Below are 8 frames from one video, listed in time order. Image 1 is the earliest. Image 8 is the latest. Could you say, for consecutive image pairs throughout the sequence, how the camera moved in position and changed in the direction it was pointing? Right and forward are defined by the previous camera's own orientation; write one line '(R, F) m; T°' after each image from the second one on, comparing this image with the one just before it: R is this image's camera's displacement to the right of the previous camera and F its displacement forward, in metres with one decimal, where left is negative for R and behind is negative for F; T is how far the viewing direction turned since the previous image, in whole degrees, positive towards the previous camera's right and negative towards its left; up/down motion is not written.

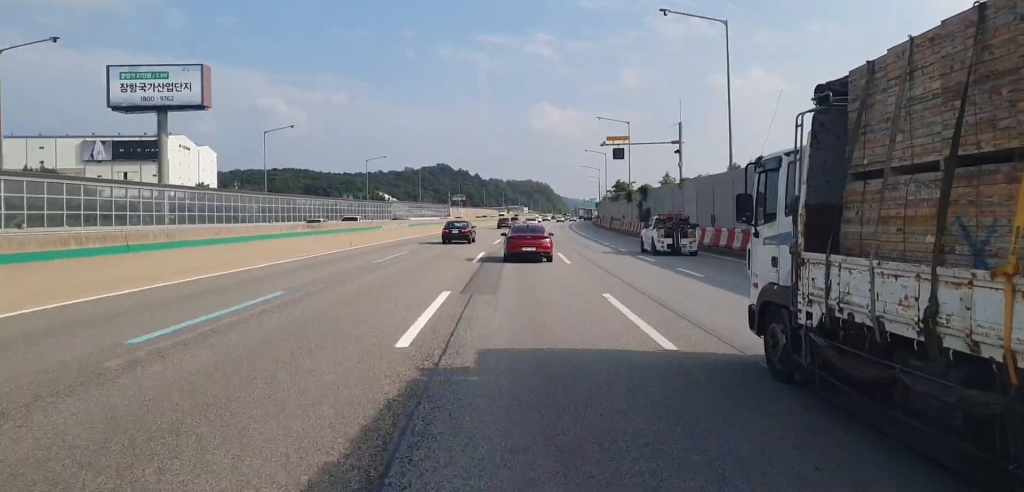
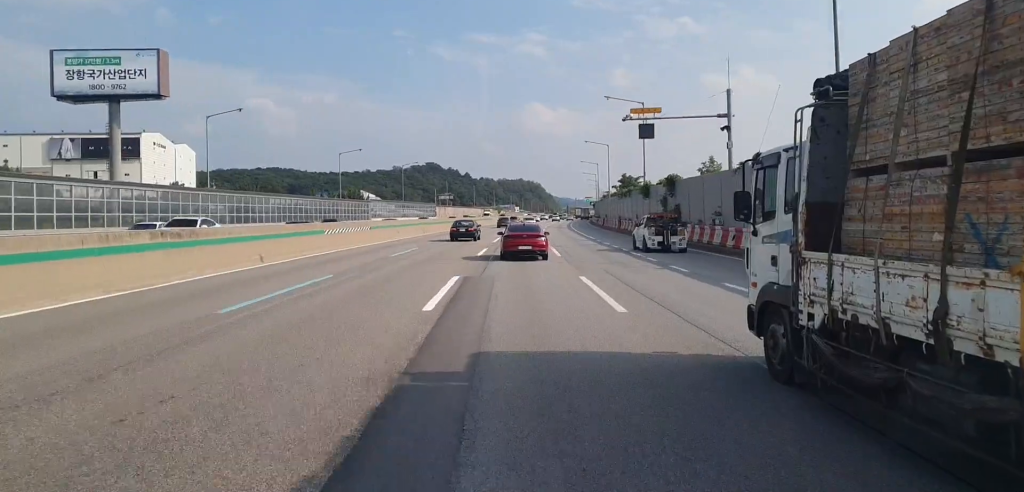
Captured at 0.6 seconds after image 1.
(+0.2, +14.4) m; +1°
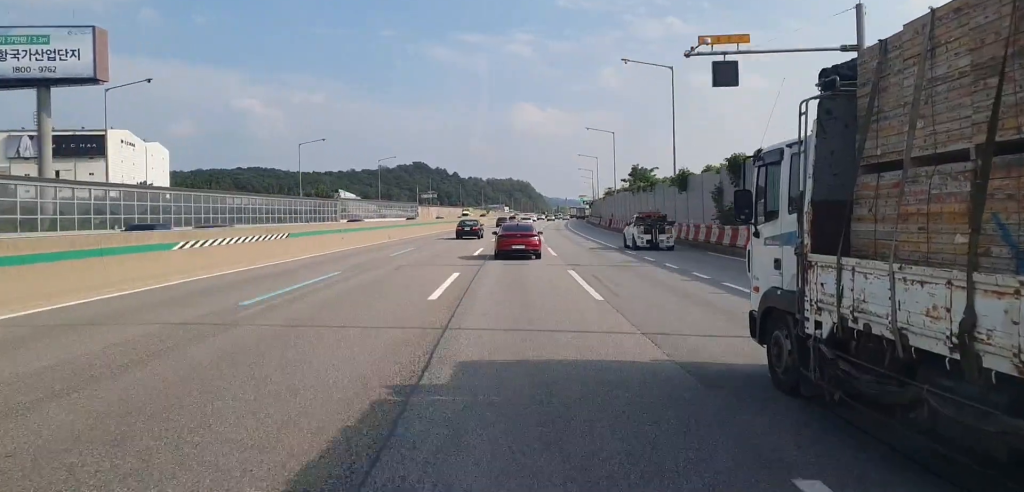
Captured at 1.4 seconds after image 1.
(0.0, +16.7) m; +1°
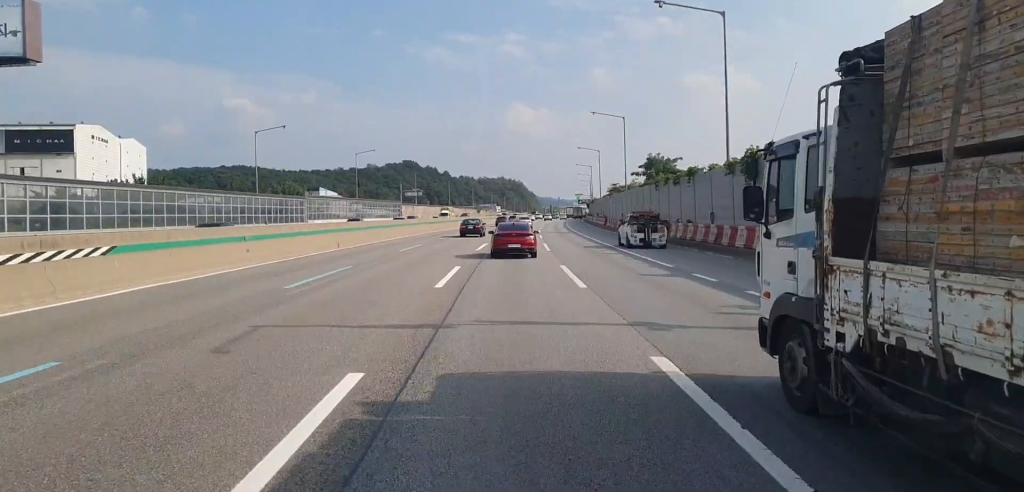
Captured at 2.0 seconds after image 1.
(0.0, +14.6) m; +1°
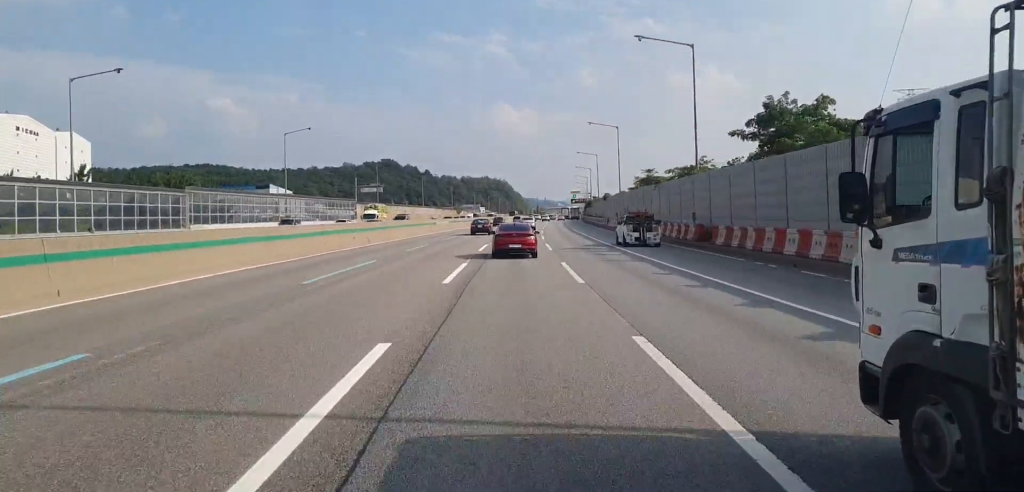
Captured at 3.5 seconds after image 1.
(+0.7, +35.0) m; +2°
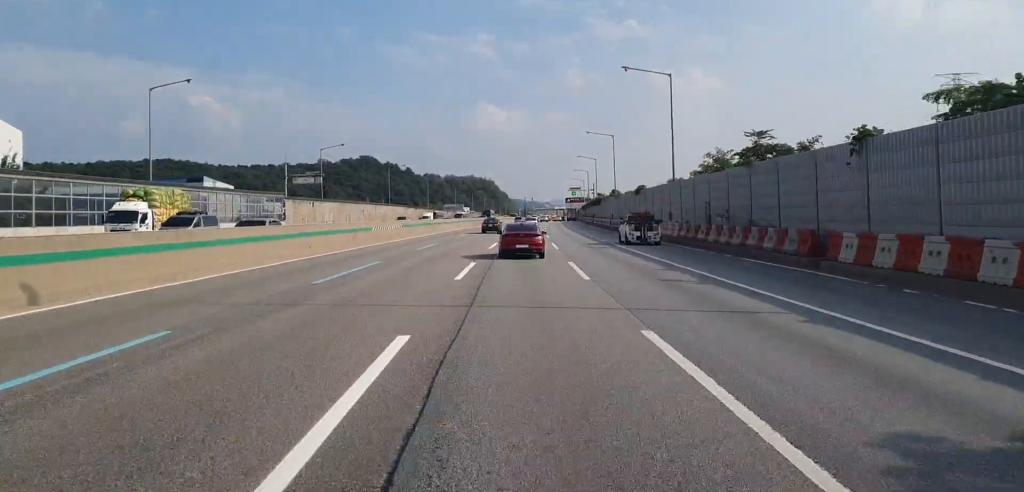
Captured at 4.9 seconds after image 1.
(+0.3, +33.8) m; +1°
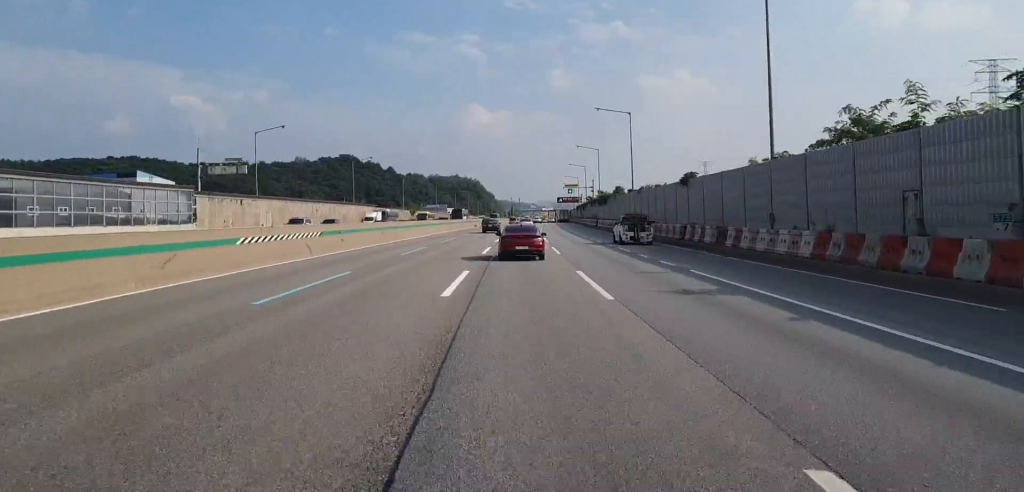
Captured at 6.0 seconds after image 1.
(+0.1, +24.3) m; 0°
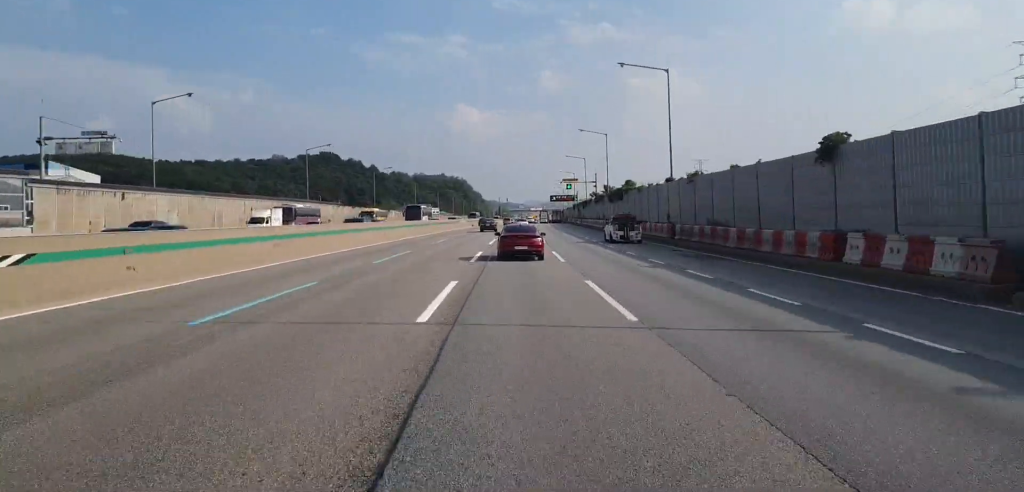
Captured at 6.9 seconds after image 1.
(-0.1, +22.4) m; +1°
